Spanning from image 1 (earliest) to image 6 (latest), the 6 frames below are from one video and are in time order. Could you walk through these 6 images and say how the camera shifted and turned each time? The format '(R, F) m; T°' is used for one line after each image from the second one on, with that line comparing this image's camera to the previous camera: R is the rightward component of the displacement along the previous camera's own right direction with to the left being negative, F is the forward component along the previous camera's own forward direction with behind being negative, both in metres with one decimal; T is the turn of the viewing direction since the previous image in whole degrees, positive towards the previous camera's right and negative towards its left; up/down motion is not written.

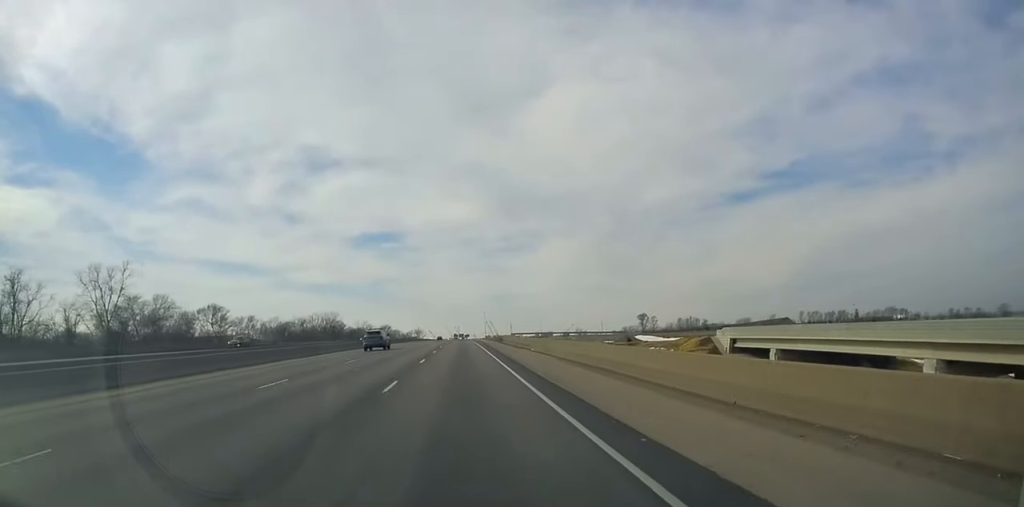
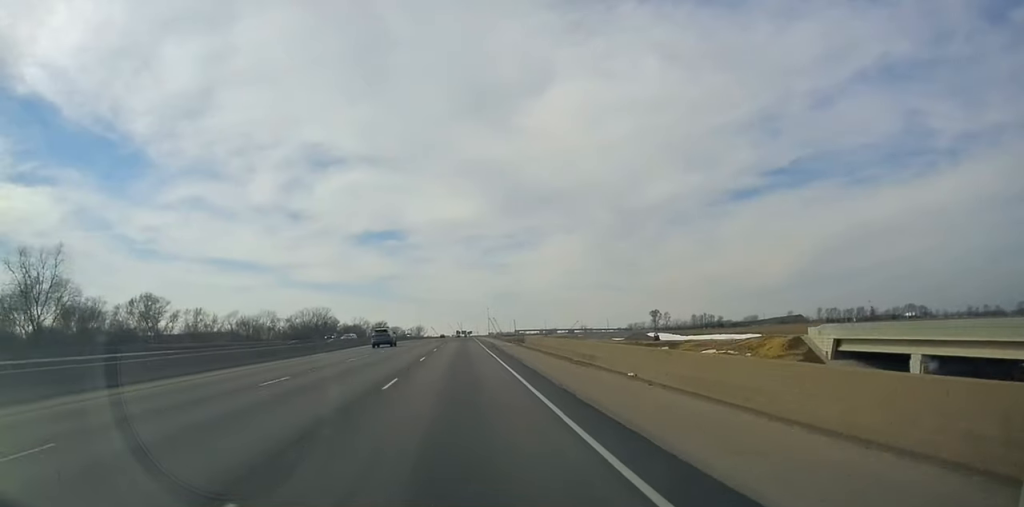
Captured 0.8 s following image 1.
(+0.3, +23.9) m; +1°
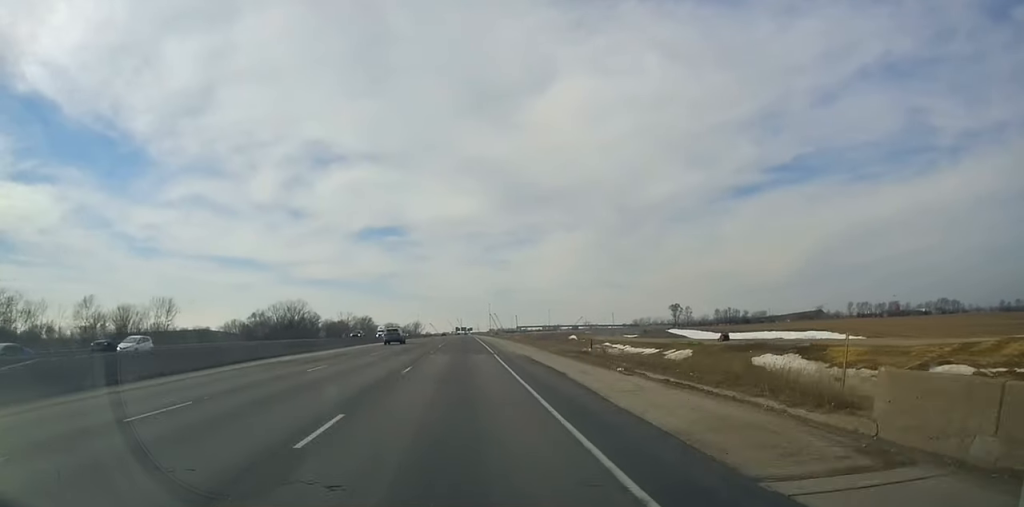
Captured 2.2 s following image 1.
(+0.2, +43.2) m; 0°
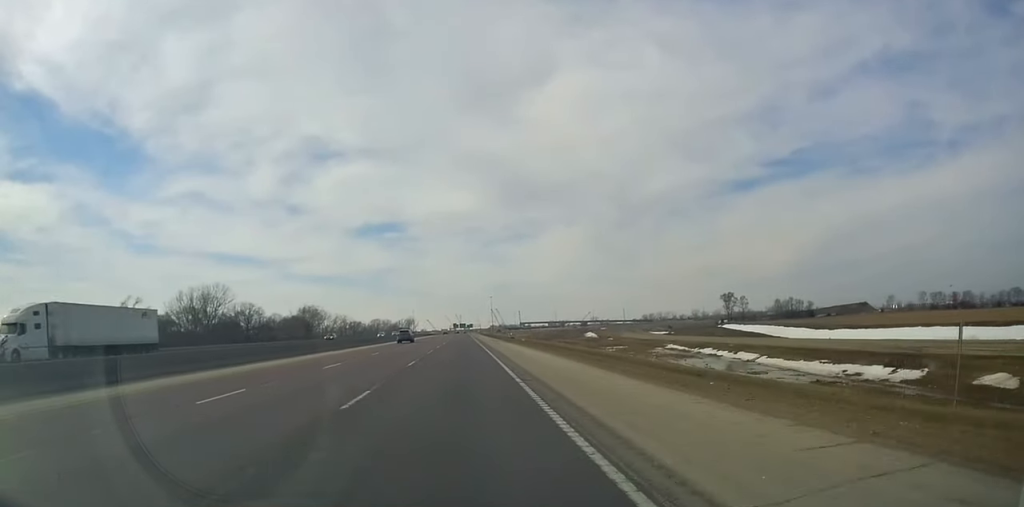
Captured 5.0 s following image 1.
(-0.9, +83.1) m; -1°
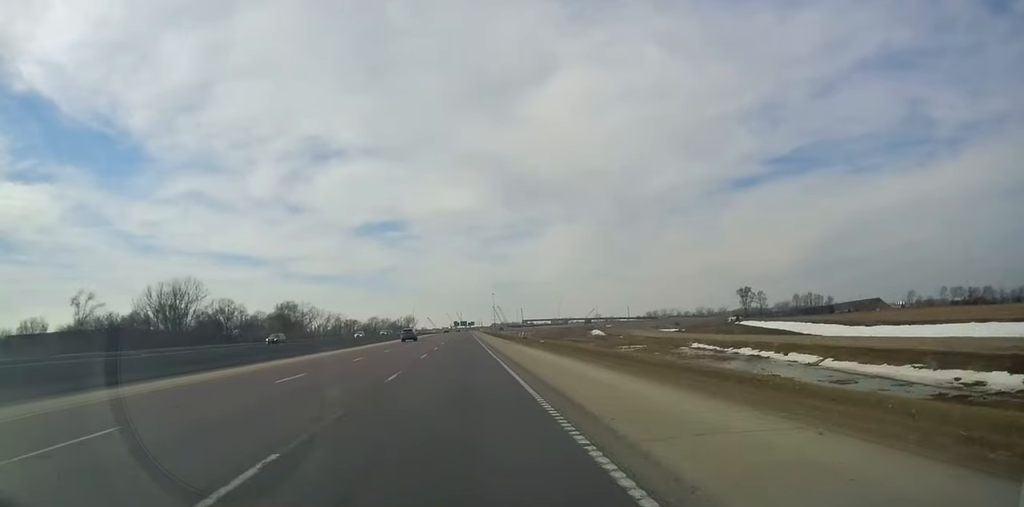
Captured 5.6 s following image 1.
(+0.3, +19.3) m; +1°
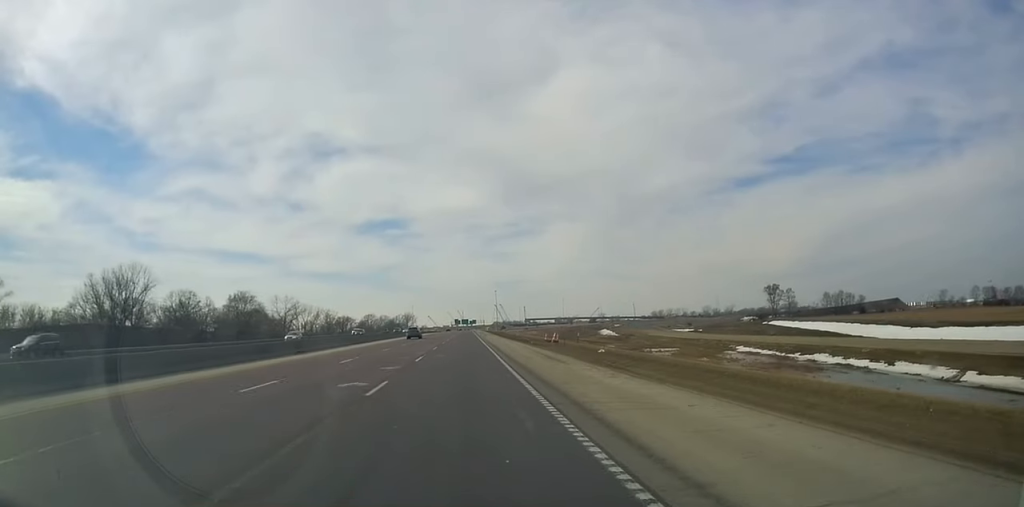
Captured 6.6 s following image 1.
(0.0, +27.6) m; 0°
